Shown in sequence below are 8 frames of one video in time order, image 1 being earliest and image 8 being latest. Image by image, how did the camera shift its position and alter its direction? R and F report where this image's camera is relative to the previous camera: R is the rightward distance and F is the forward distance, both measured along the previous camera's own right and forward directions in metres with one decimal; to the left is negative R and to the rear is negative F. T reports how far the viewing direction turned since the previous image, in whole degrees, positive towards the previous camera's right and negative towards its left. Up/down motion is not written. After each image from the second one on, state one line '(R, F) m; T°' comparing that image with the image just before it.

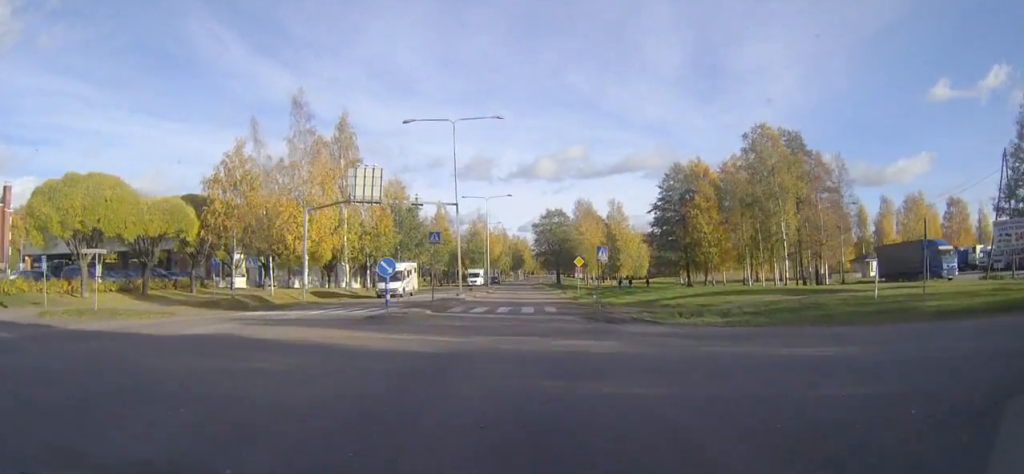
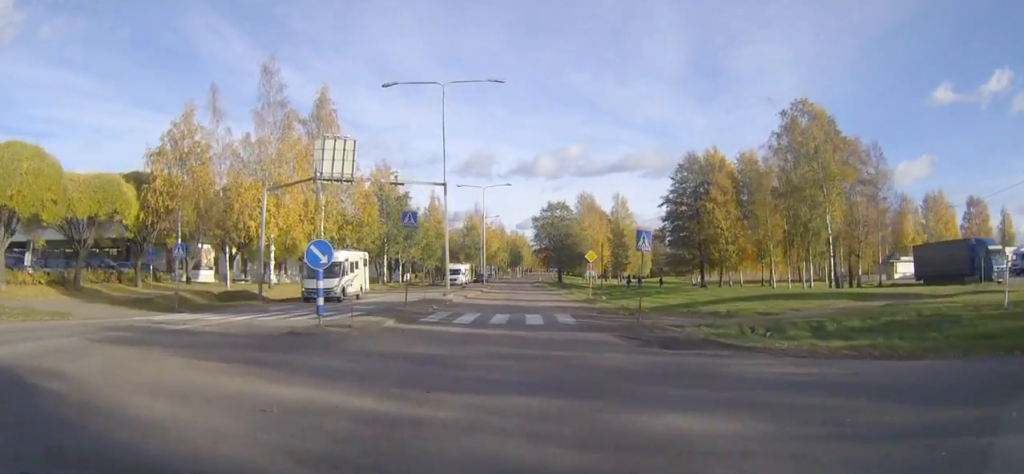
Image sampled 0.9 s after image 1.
(0.0, +9.1) m; 0°
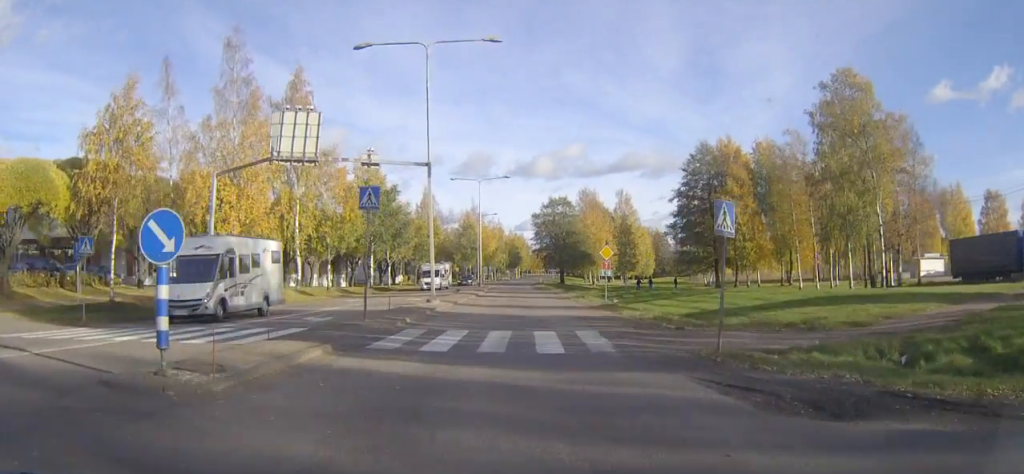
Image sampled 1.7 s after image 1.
(0.0, +7.8) m; 0°
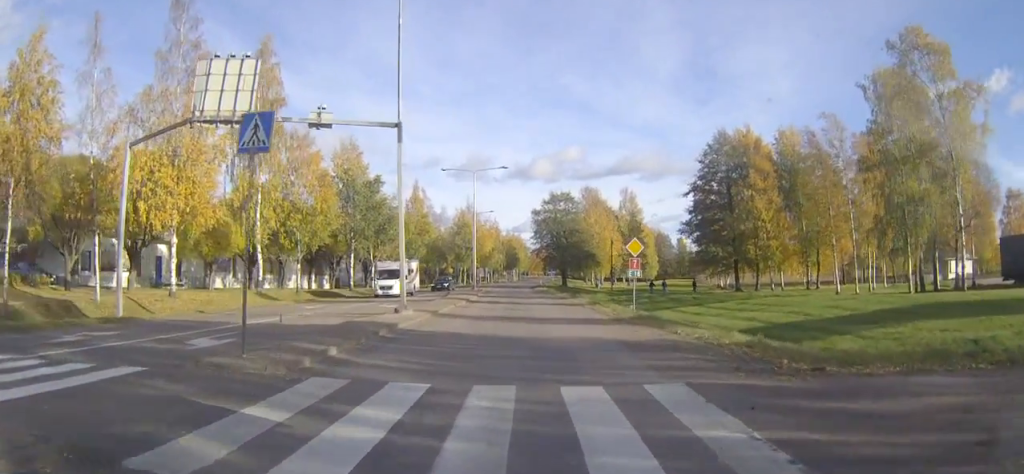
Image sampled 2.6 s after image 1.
(0.0, +9.1) m; 0°
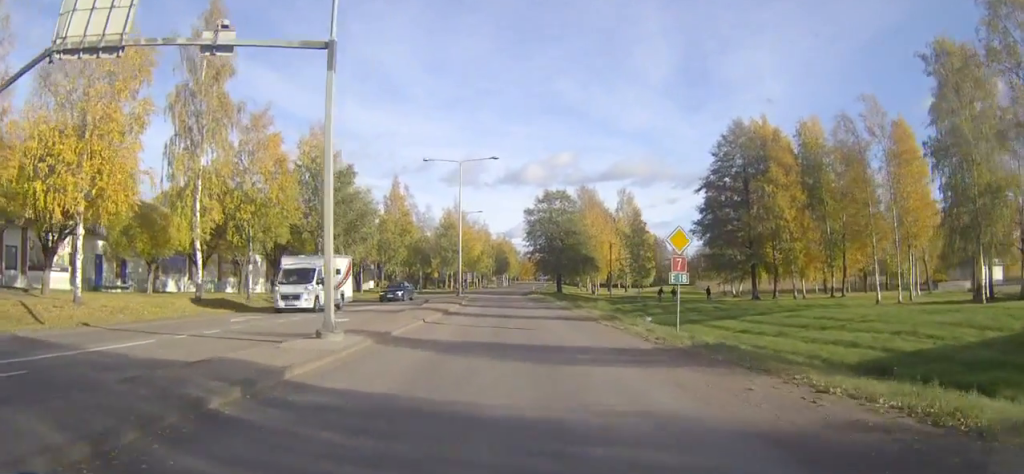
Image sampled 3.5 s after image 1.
(0.0, +9.1) m; 0°
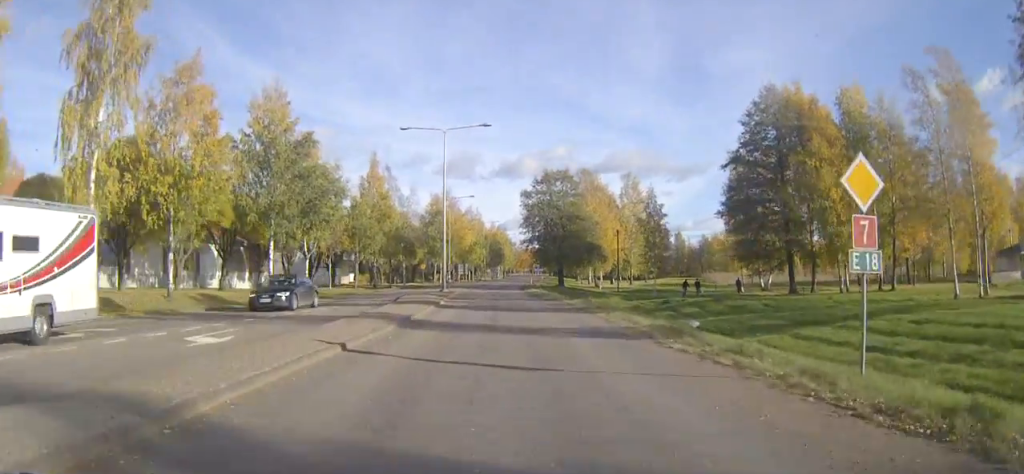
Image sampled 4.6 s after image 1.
(+0.1, +11.5) m; 0°
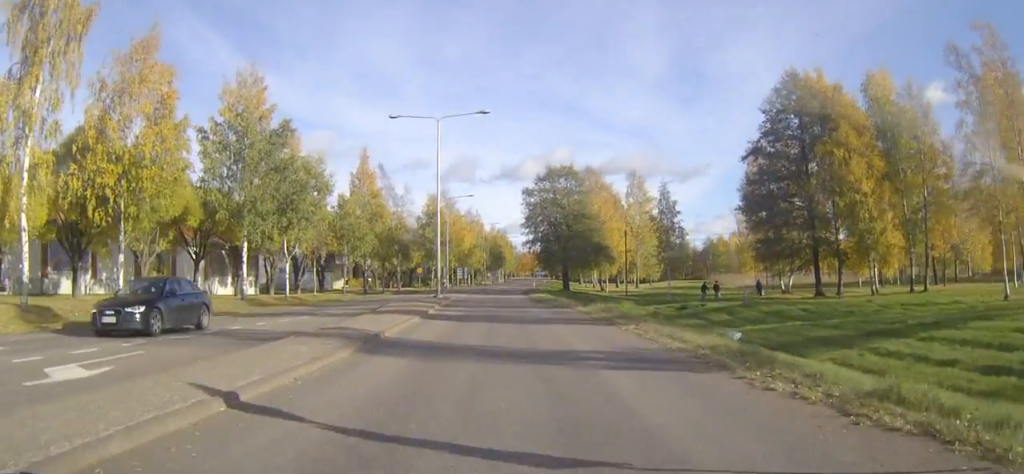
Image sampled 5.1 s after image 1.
(0.0, +5.4) m; 0°
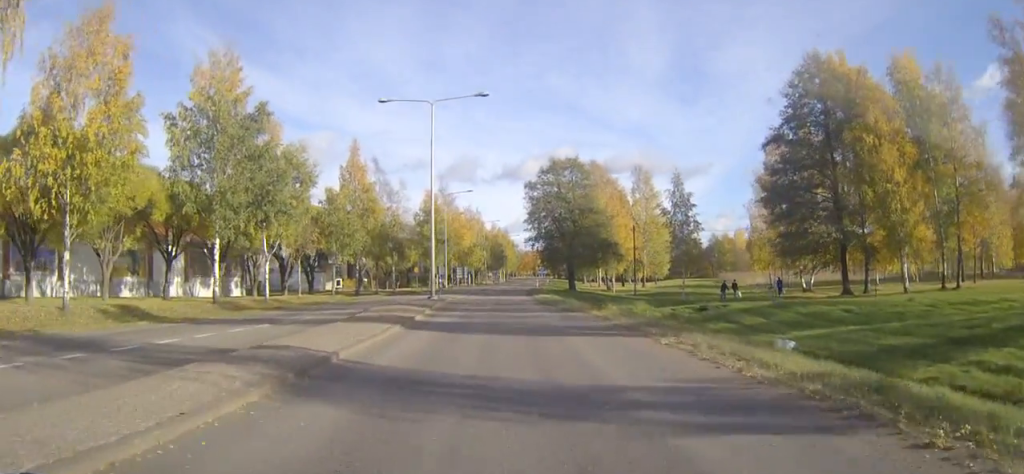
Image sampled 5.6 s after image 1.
(0.0, +4.8) m; 0°
